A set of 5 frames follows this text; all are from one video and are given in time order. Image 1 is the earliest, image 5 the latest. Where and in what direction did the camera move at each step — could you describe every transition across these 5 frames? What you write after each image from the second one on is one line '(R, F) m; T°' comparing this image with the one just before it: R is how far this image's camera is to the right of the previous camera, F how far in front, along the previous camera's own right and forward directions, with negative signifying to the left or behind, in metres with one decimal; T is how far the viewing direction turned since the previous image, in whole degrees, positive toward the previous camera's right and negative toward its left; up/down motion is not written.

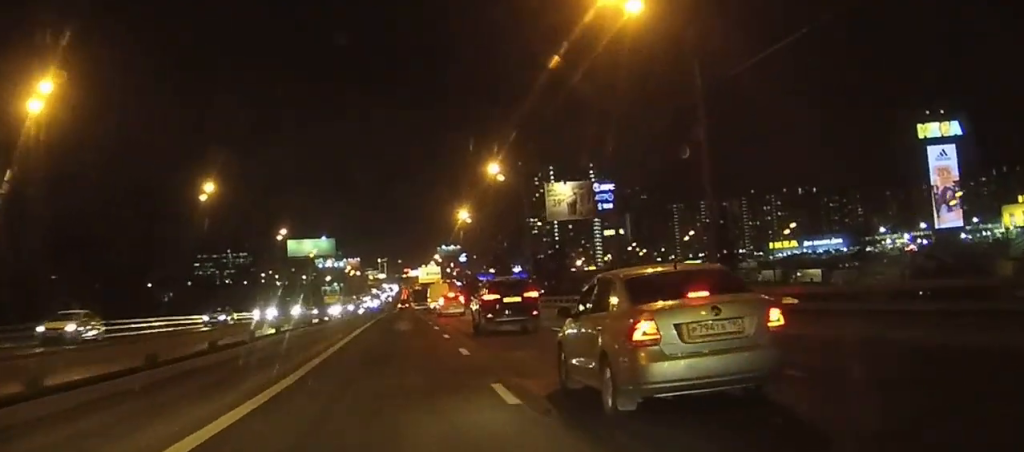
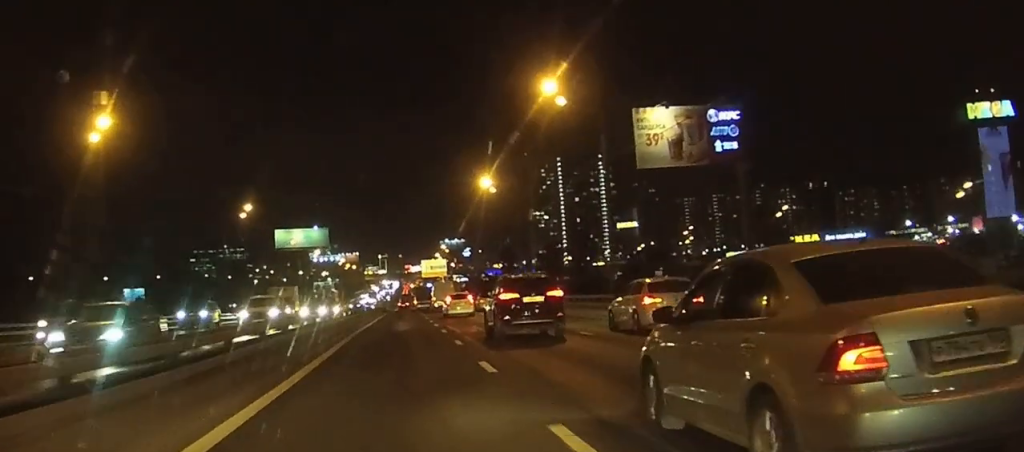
(0.0, +28.1) m; 0°
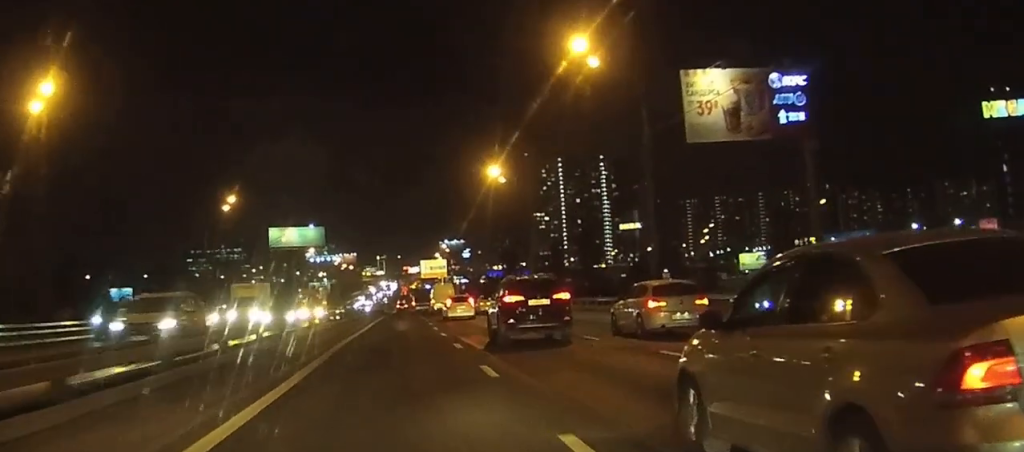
(0.0, +8.3) m; 0°
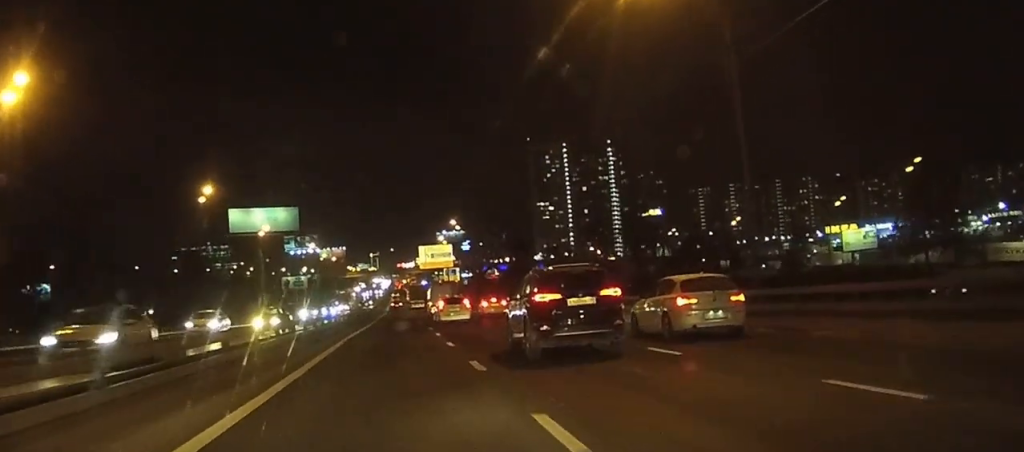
(-0.1, +46.1) m; -1°
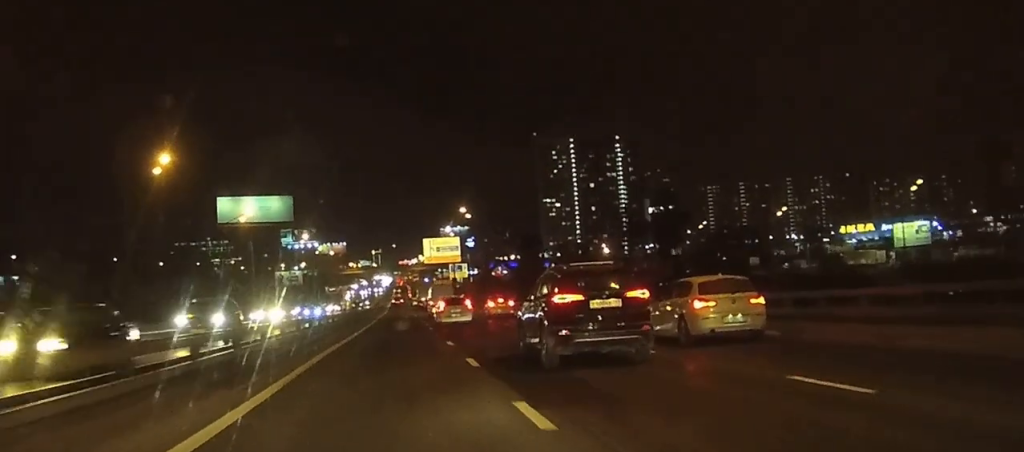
(0.0, +14.5) m; 0°
